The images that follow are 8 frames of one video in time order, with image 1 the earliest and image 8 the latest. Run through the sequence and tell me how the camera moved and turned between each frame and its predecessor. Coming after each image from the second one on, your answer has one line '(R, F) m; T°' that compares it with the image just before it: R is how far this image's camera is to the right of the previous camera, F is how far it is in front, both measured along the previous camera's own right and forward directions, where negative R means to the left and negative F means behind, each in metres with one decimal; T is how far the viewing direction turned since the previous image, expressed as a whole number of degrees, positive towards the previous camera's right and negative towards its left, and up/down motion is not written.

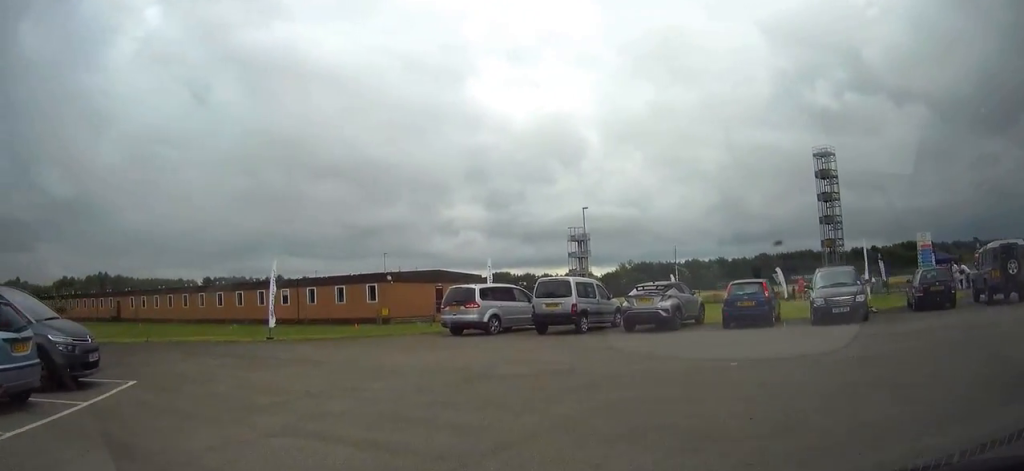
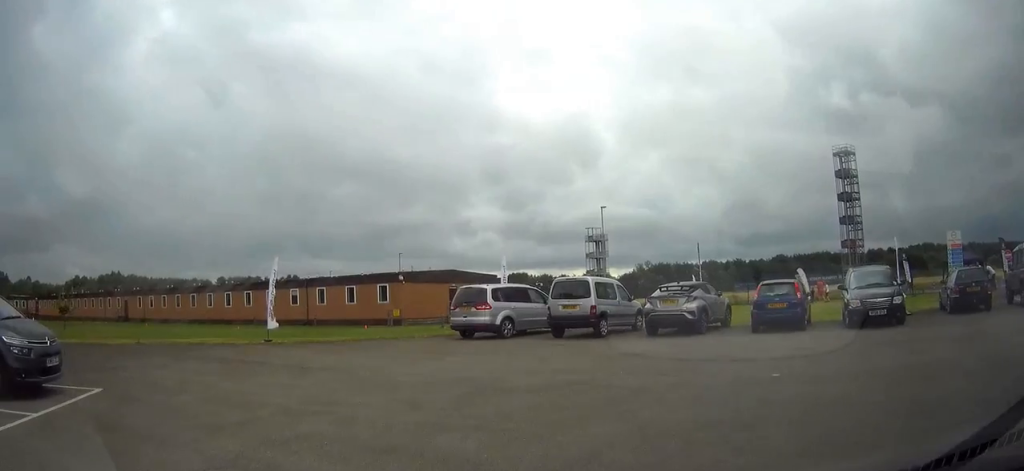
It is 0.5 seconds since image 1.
(+0.1, +1.3) m; 0°
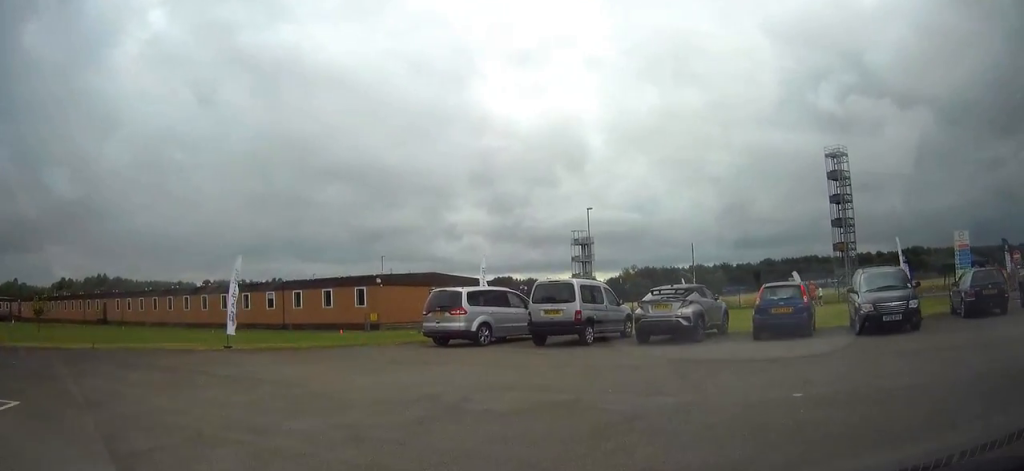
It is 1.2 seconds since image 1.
(0.0, +1.5) m; +5°
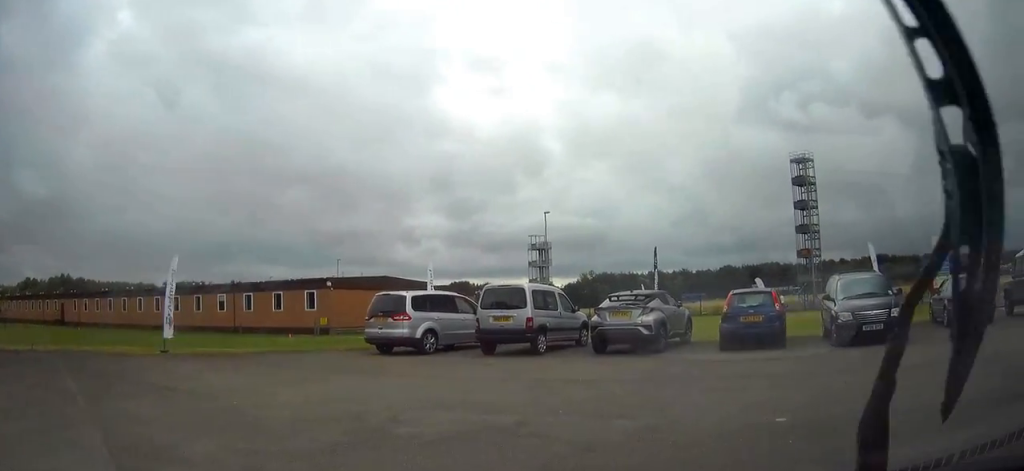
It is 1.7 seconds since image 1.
(-0.1, +1.1) m; +5°
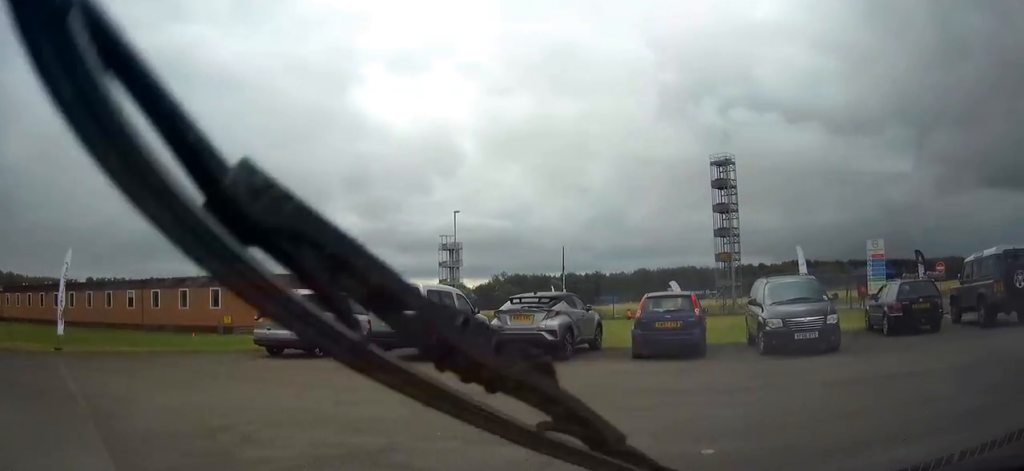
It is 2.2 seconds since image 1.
(+0.3, +1.1) m; +10°
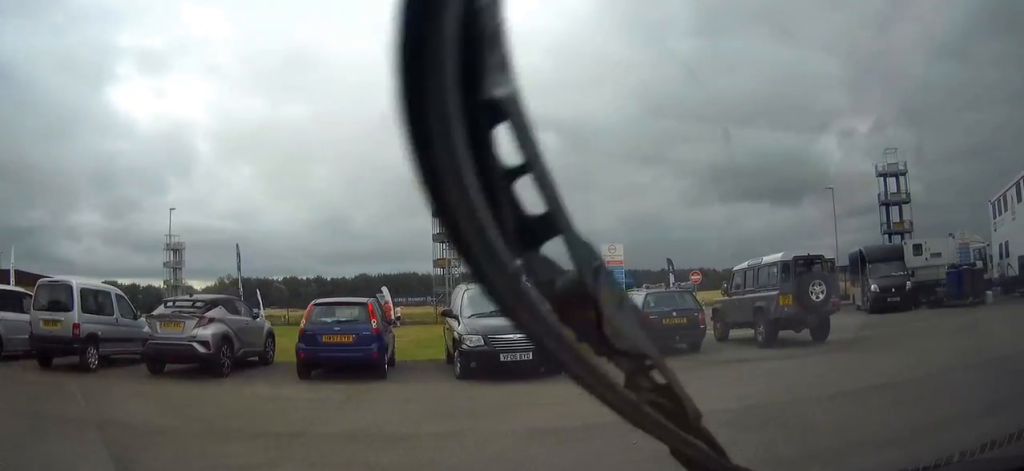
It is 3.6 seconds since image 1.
(+0.4, +2.8) m; +15°
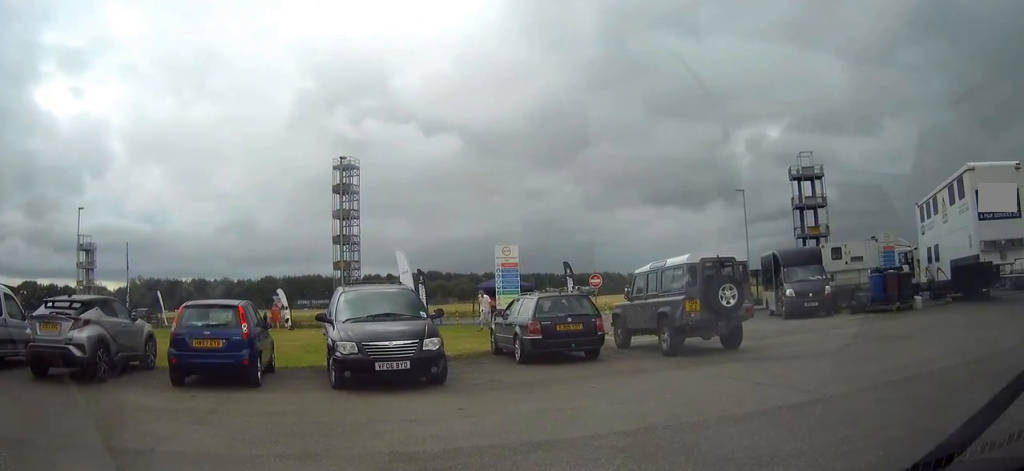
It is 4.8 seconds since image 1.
(+0.2, +1.3) m; +1°
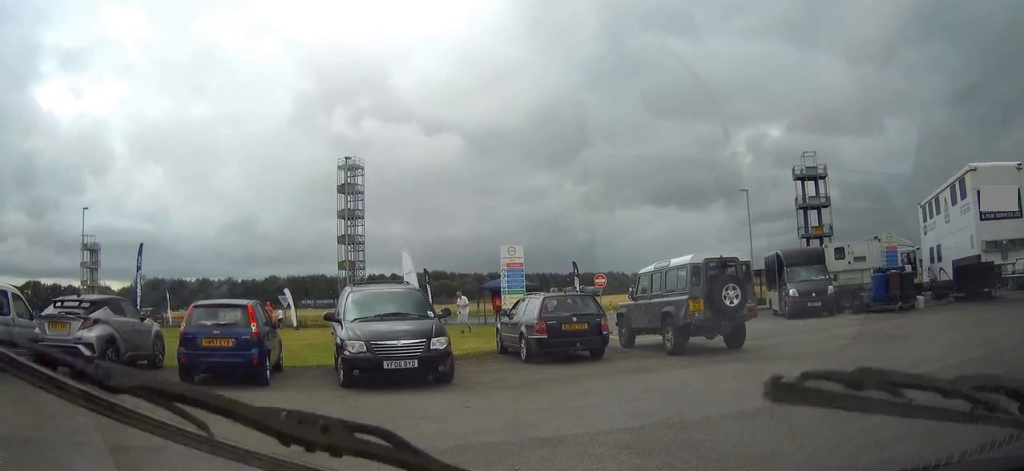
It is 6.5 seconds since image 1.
(0.0, +0.4) m; 0°
